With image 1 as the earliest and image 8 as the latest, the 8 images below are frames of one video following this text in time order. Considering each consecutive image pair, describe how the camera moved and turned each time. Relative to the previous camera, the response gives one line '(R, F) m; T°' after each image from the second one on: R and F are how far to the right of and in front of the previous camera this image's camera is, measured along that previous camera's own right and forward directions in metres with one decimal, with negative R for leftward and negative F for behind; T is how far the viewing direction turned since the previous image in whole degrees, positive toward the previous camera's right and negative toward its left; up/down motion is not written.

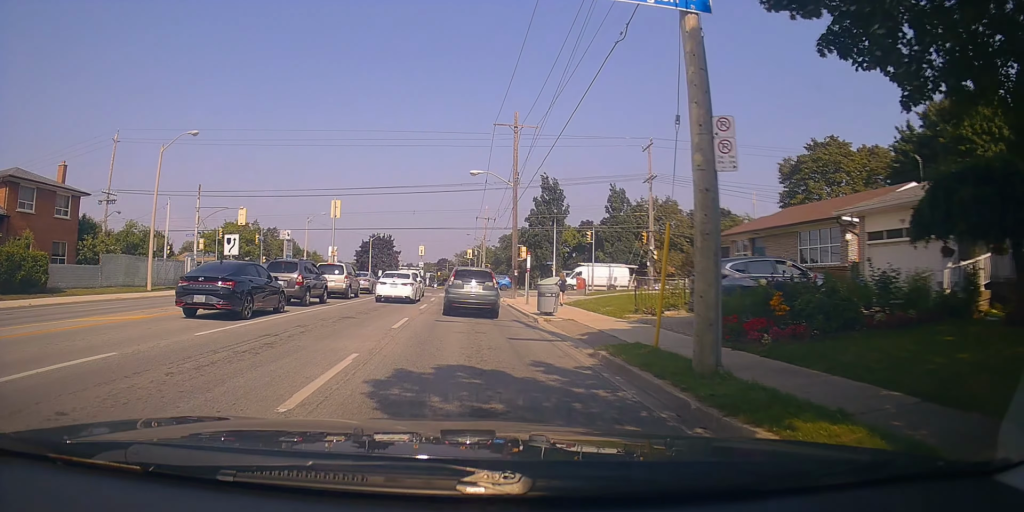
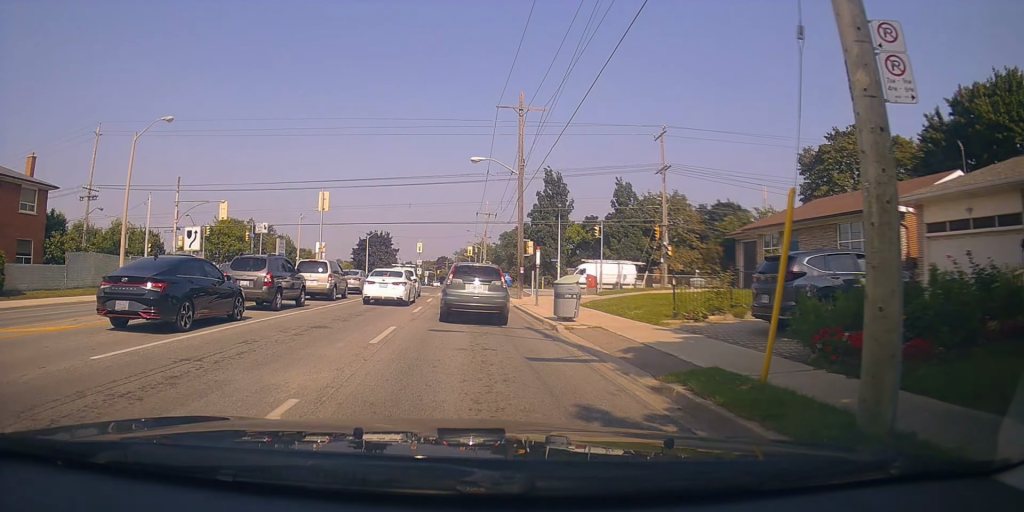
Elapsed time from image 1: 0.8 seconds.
(-0.1, +3.3) m; -1°
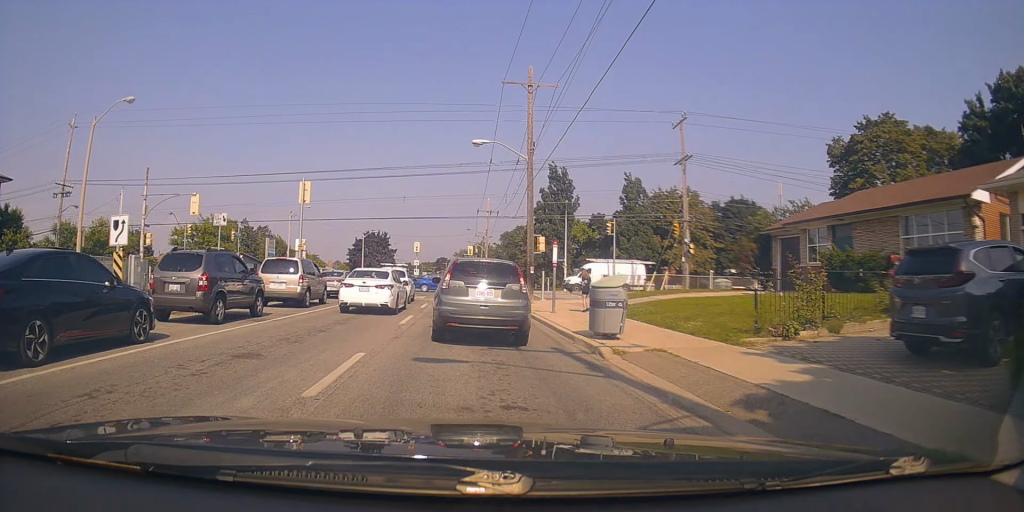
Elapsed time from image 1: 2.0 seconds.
(0.0, +4.3) m; -4°
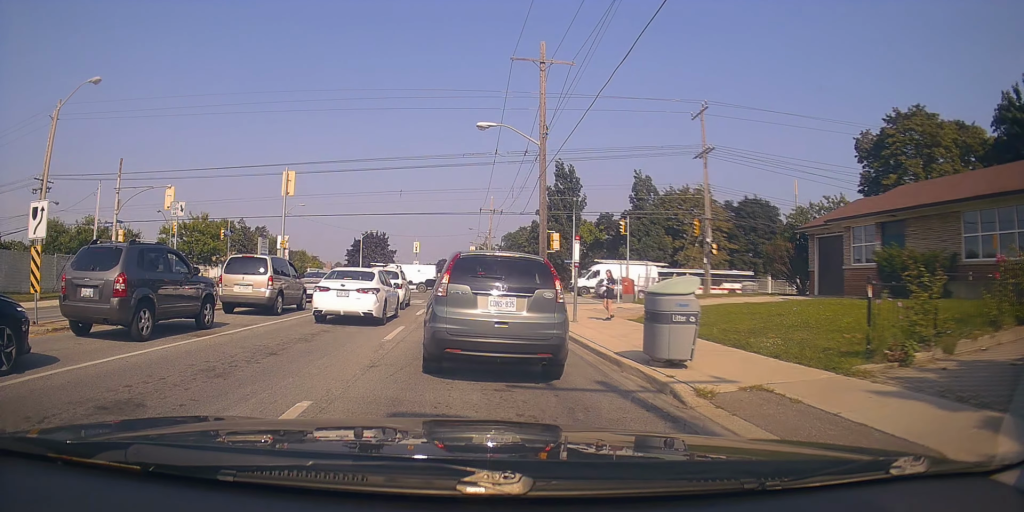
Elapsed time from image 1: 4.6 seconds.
(+0.1, +3.0) m; 0°
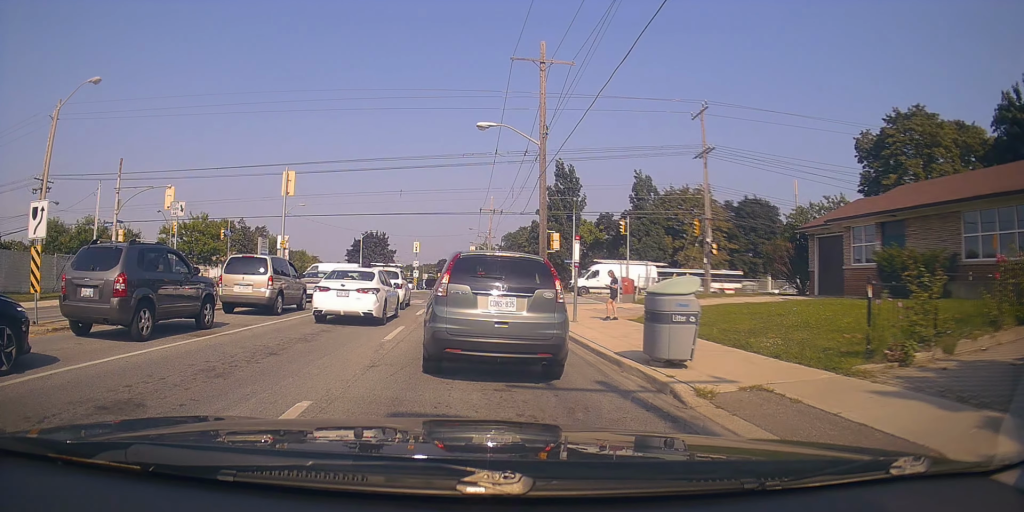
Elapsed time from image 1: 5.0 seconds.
(0.0, 0.0) m; 0°
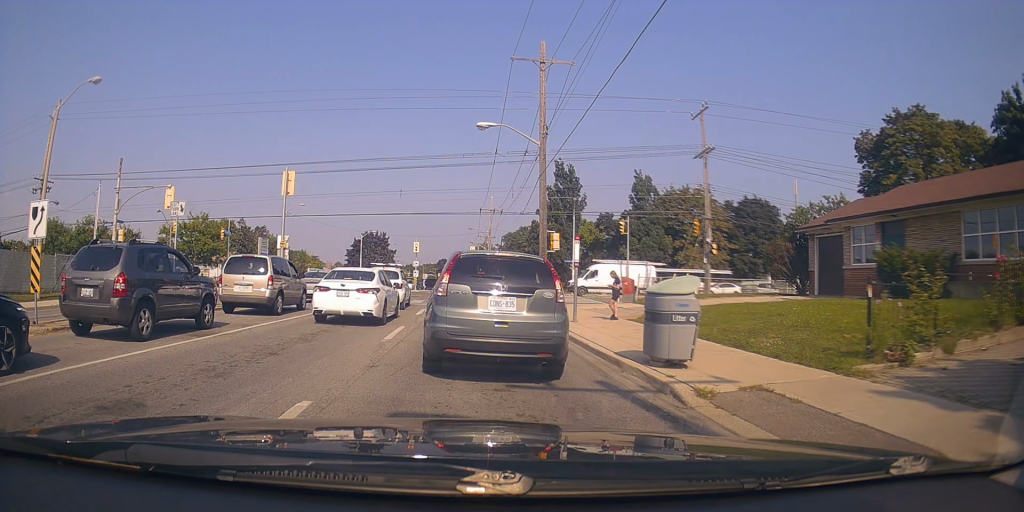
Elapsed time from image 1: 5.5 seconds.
(0.0, 0.0) m; 0°
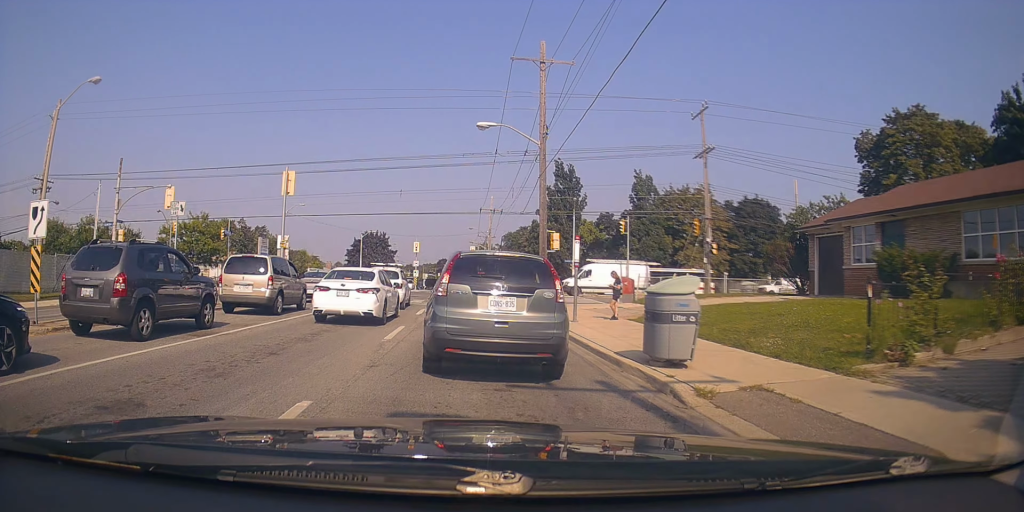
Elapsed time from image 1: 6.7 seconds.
(0.0, 0.0) m; 0°
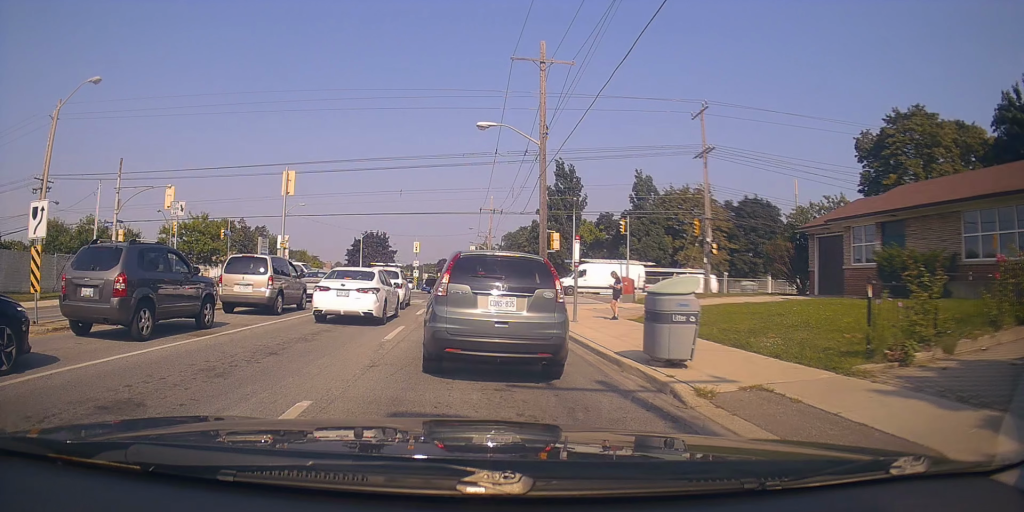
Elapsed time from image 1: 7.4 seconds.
(0.0, 0.0) m; 0°
